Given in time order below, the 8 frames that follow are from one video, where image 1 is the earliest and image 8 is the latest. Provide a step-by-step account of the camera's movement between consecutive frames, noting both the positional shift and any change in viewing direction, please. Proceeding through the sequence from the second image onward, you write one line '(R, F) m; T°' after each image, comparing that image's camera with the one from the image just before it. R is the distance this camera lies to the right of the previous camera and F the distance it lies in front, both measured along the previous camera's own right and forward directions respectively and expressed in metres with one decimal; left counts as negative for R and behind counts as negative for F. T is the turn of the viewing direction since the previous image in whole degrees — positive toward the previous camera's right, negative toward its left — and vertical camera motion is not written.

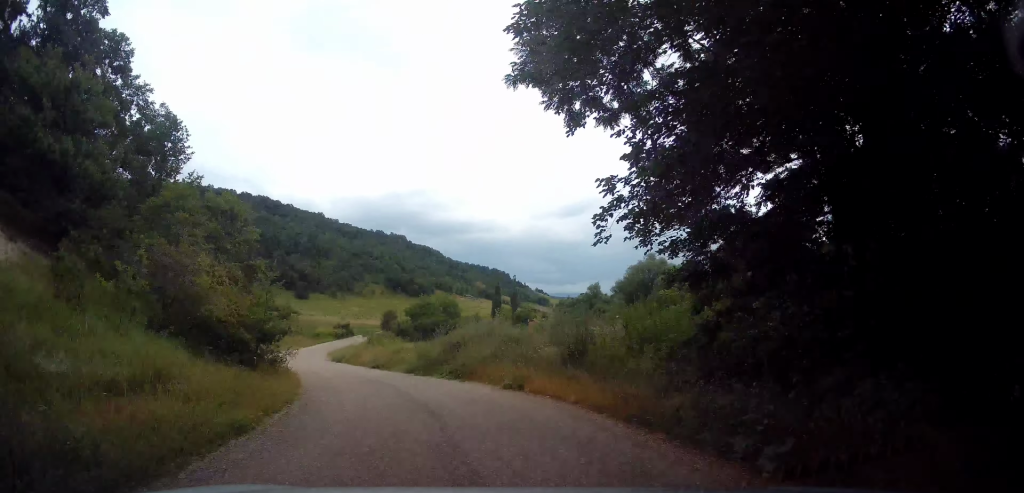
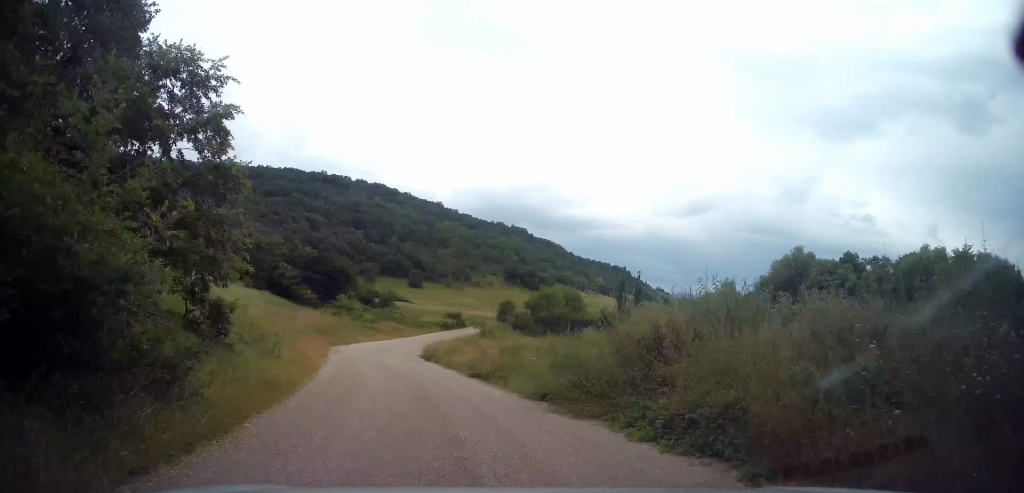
(-0.9, +13.1) m; -11°
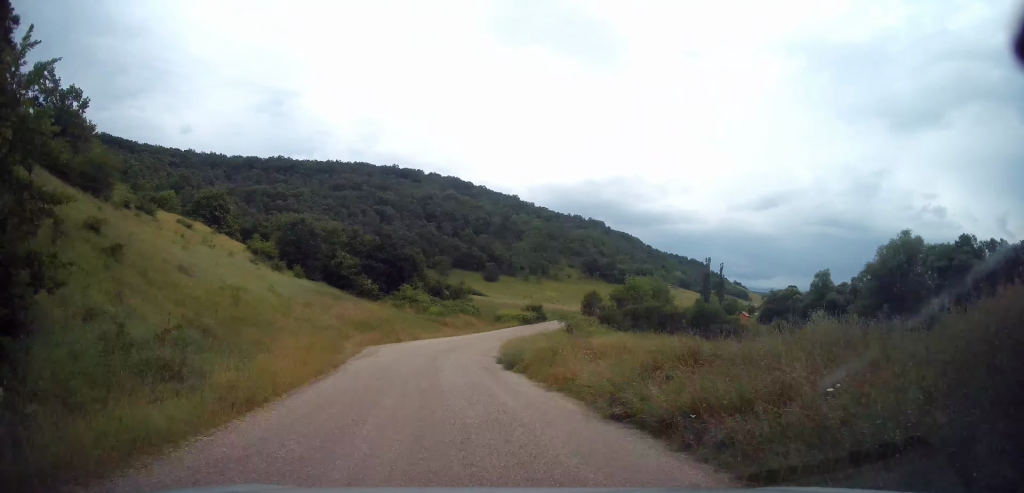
(-1.3, +10.2) m; -5°
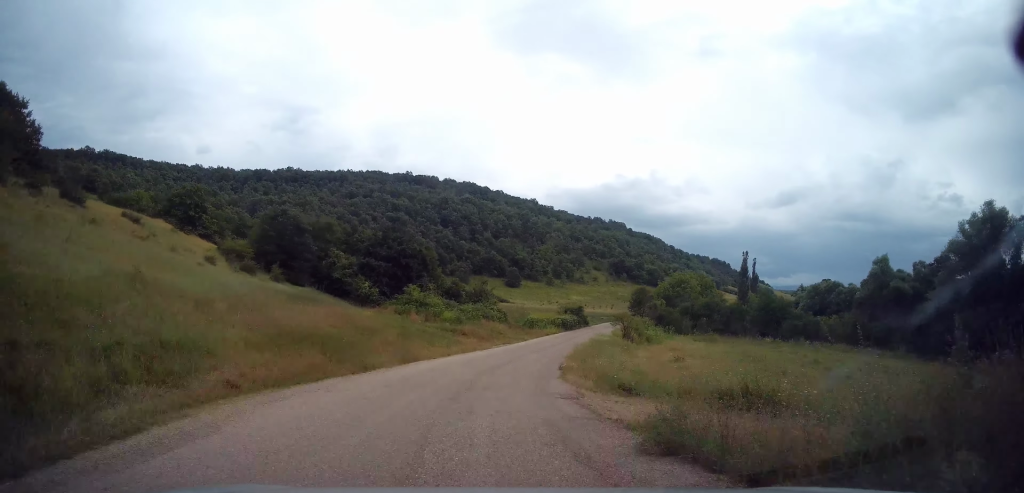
(-0.8, +15.5) m; 0°
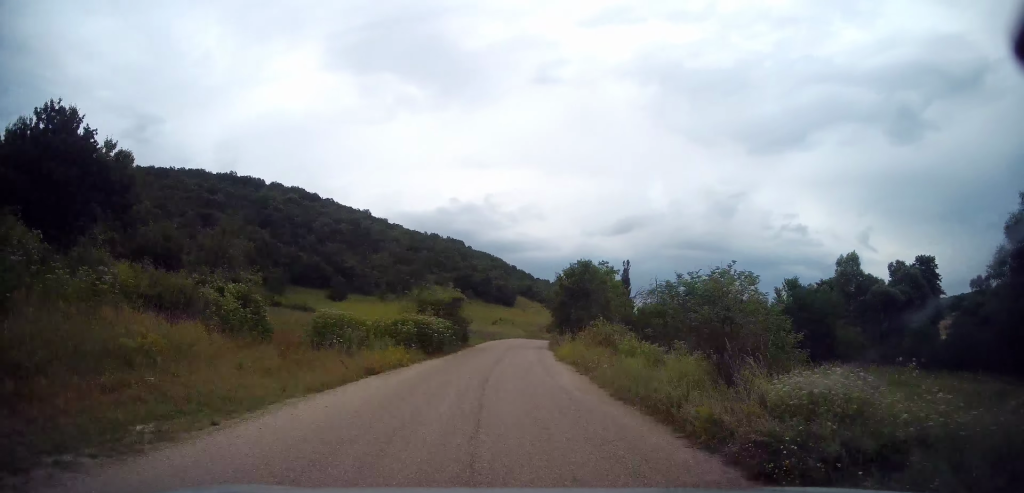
(+4.8, +38.2) m; +14°
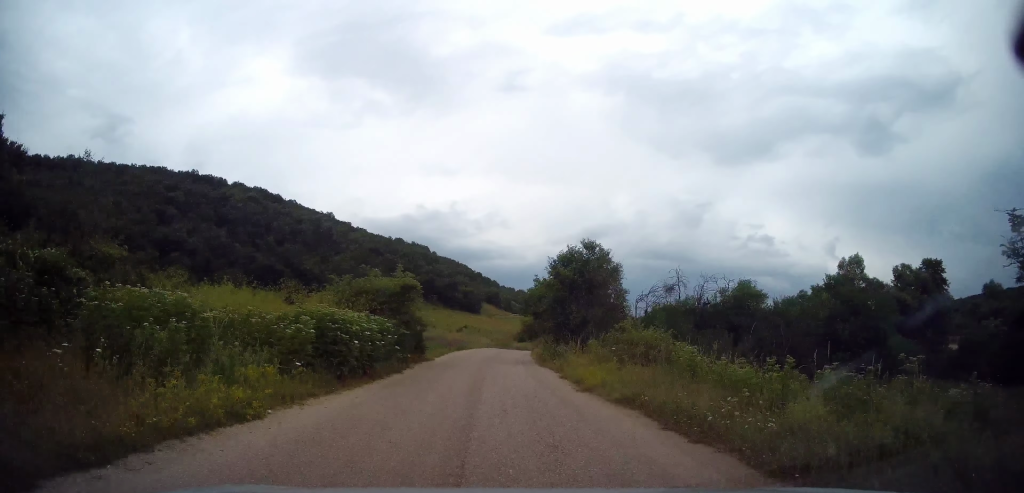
(-0.3, +9.4) m; +3°
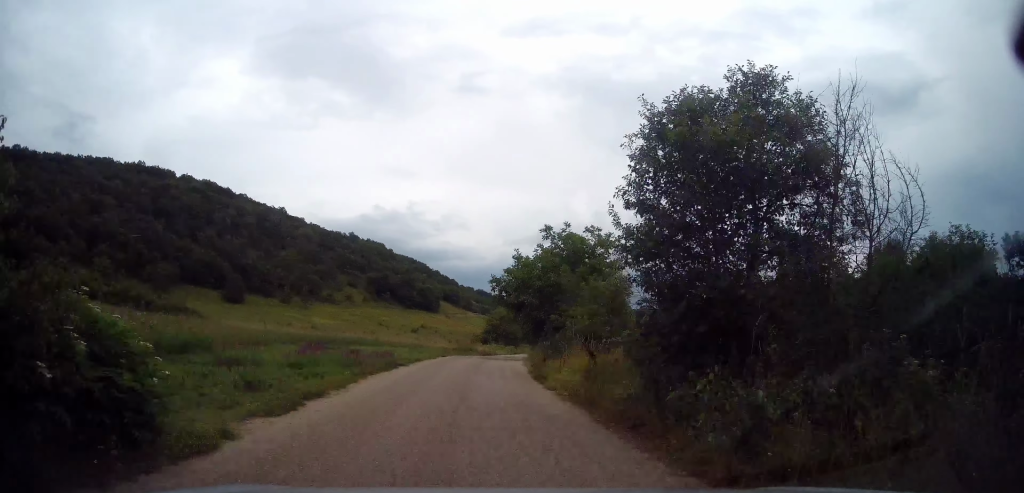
(+1.4, +17.1) m; +5°
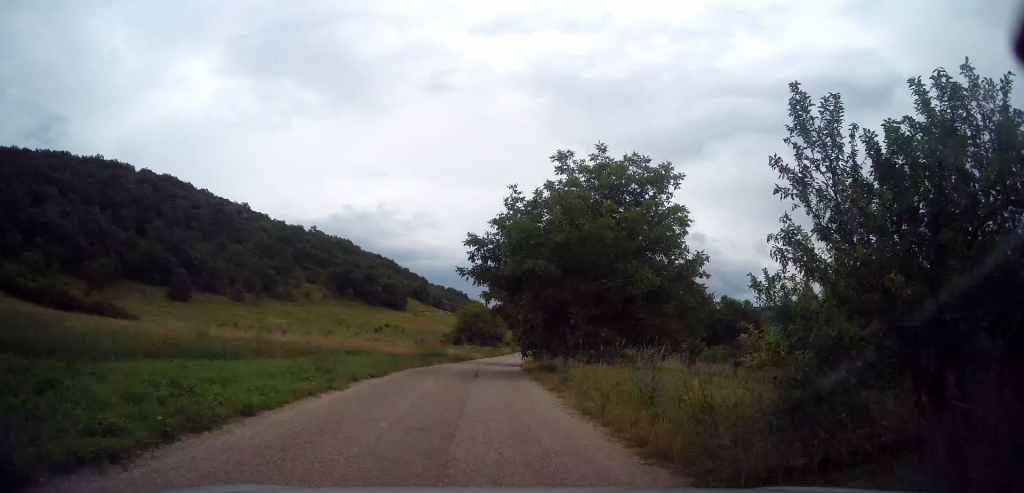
(+0.6, +15.8) m; +3°
